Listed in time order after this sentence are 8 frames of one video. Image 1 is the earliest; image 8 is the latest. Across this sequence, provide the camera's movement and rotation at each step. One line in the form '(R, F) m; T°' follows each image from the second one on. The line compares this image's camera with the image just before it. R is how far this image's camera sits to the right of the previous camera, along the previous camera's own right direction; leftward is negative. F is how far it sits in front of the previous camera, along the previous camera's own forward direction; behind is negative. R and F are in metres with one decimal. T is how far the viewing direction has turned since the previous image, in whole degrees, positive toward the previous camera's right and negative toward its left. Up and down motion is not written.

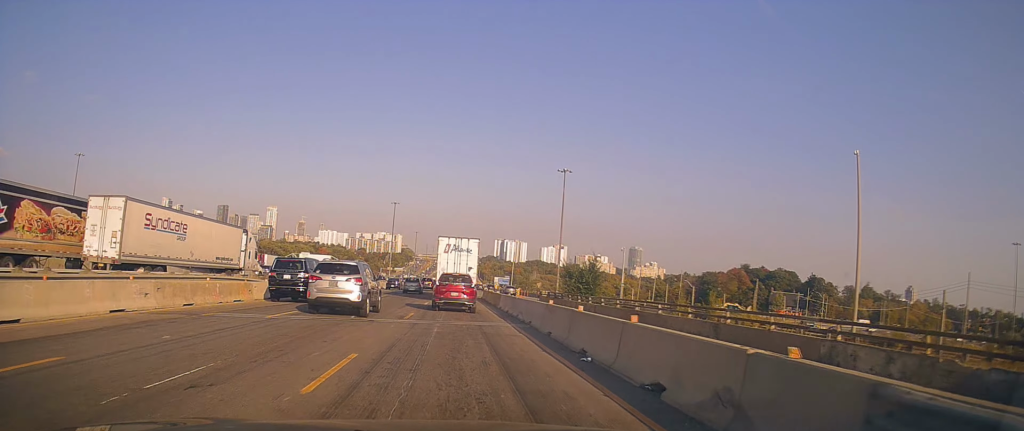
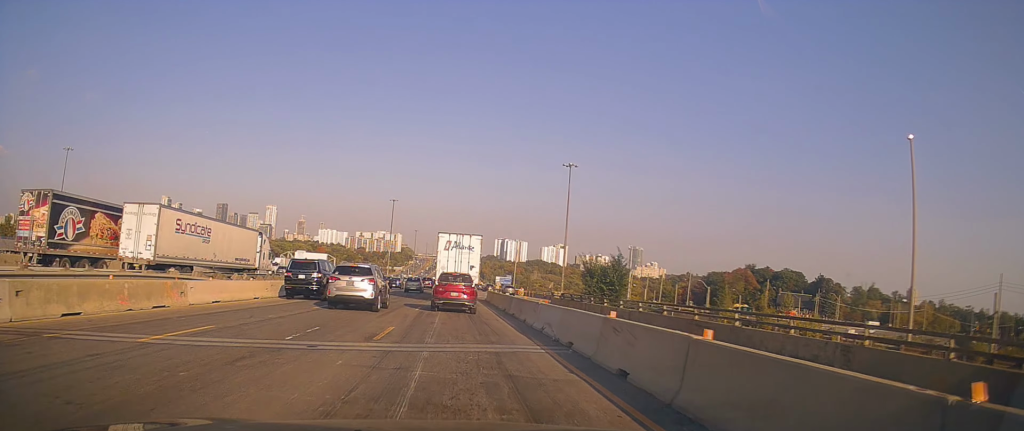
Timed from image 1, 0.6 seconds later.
(-0.2, +6.3) m; 0°
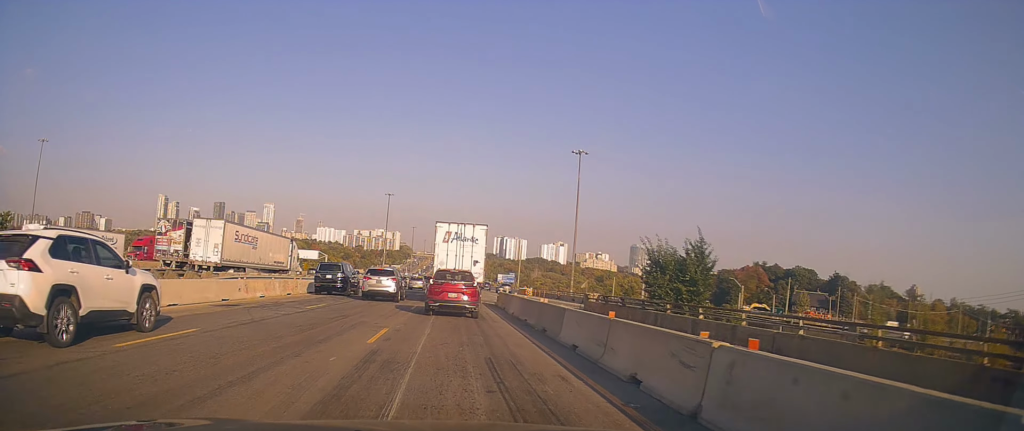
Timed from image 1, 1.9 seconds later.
(+0.1, +12.6) m; +2°
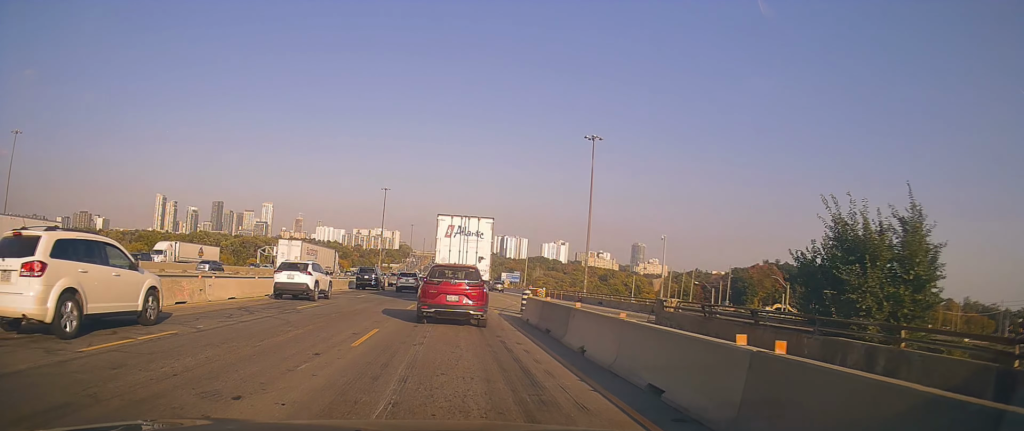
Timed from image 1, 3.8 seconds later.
(-0.6, +13.3) m; -5°
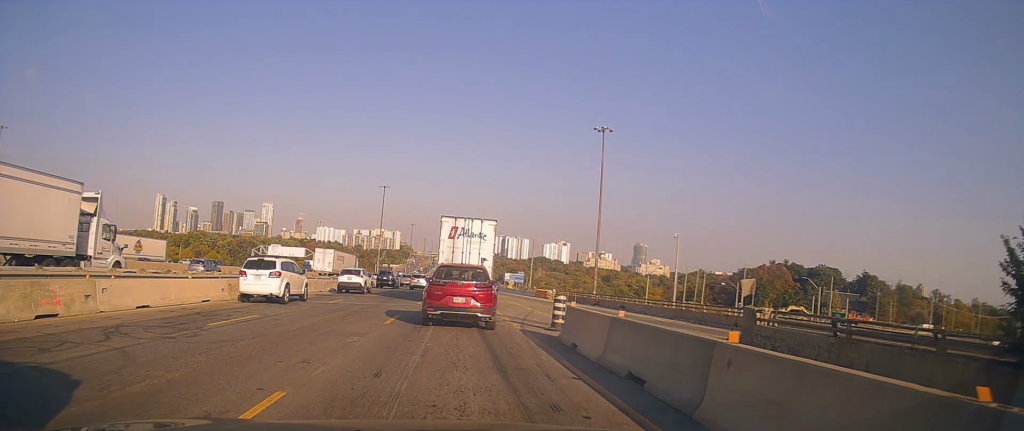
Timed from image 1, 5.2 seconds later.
(+0.4, +7.4) m; +5°
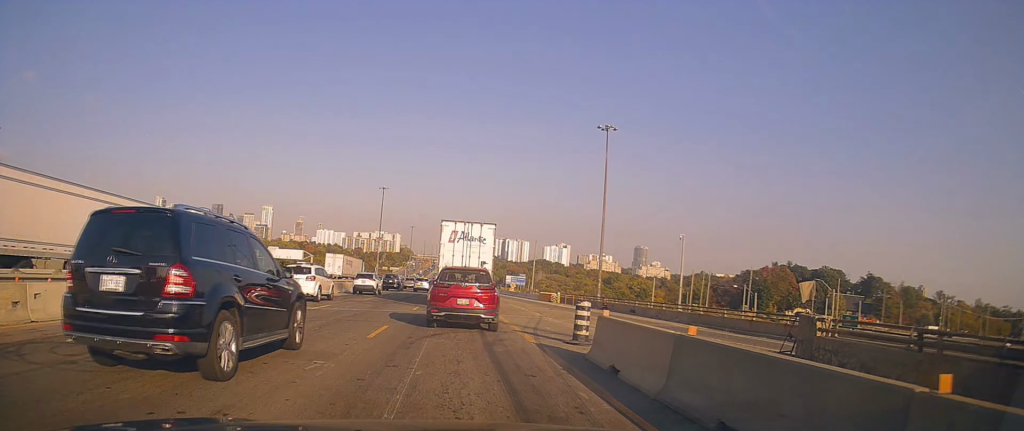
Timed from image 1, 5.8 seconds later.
(0.0, +2.9) m; -3°
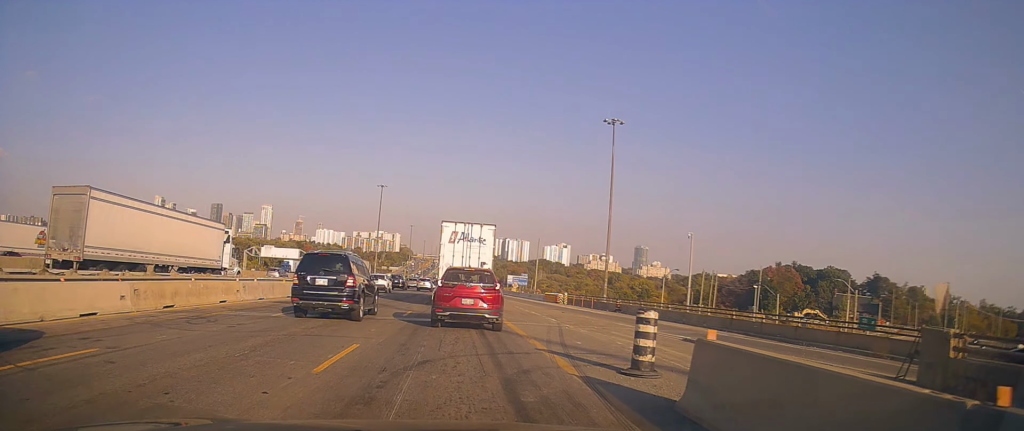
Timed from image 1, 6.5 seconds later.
(-0.2, +4.2) m; -2°
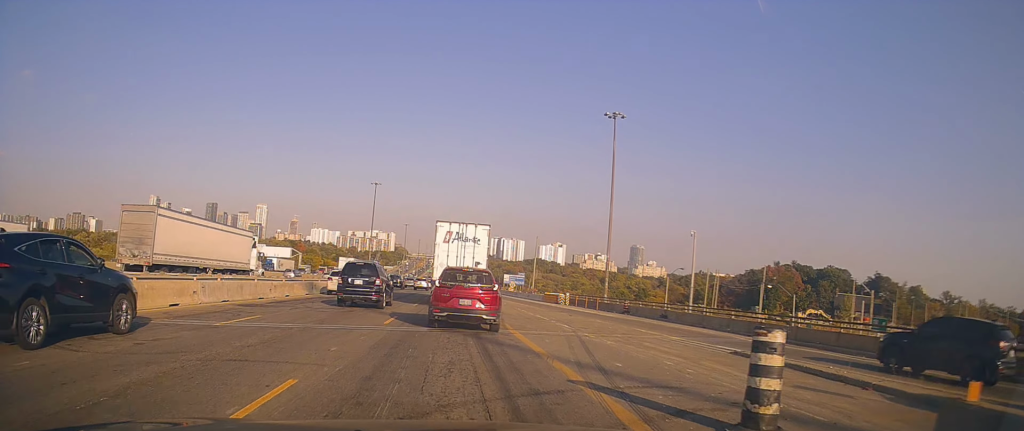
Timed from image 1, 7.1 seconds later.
(-0.3, +3.4) m; 0°
